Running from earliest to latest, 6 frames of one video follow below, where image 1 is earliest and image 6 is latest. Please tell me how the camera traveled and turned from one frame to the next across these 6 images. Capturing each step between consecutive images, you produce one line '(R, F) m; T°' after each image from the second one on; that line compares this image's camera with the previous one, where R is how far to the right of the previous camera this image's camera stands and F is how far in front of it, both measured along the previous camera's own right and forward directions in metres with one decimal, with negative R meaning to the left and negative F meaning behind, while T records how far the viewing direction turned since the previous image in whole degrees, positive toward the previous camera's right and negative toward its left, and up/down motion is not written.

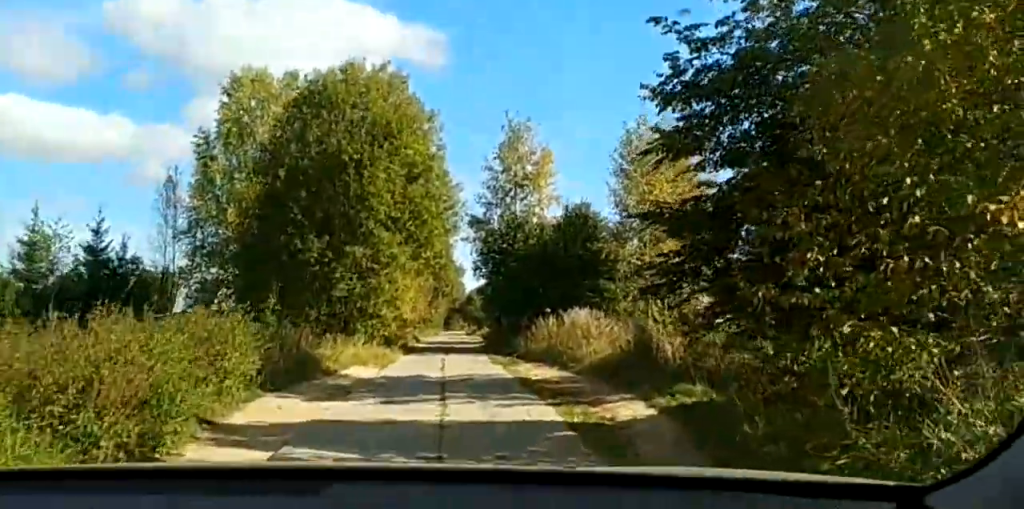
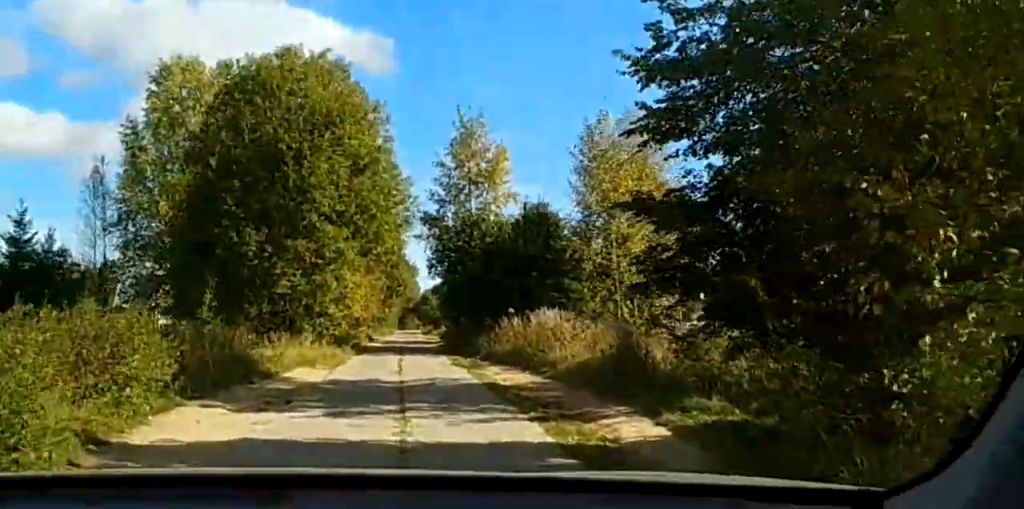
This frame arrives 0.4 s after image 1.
(+0.1, +2.1) m; +3°
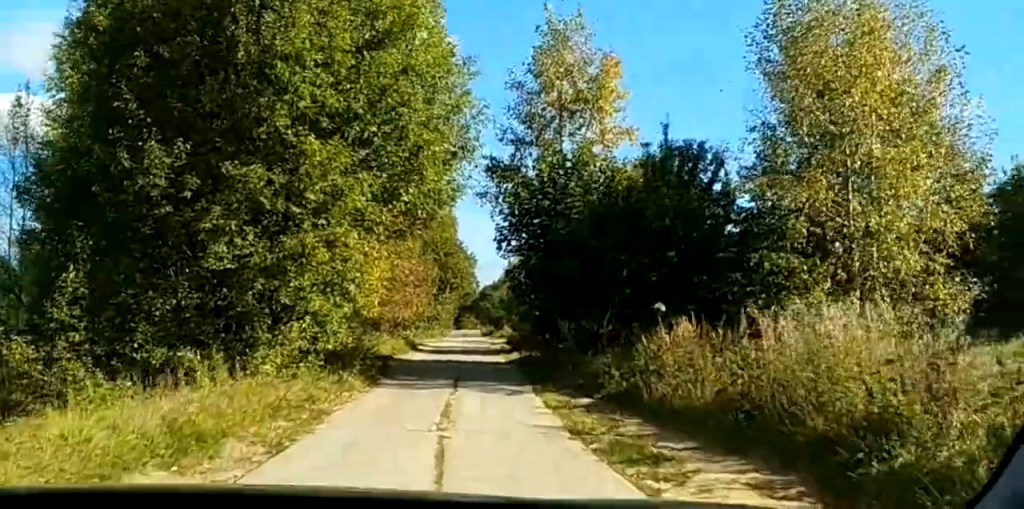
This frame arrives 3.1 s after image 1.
(+0.5, +17.7) m; -3°
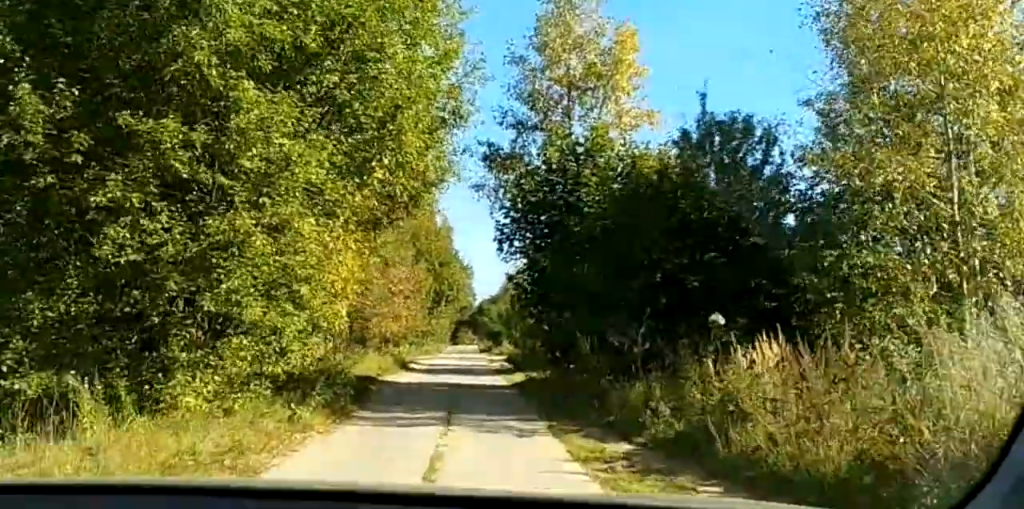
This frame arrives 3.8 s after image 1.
(0.0, +5.6) m; 0°
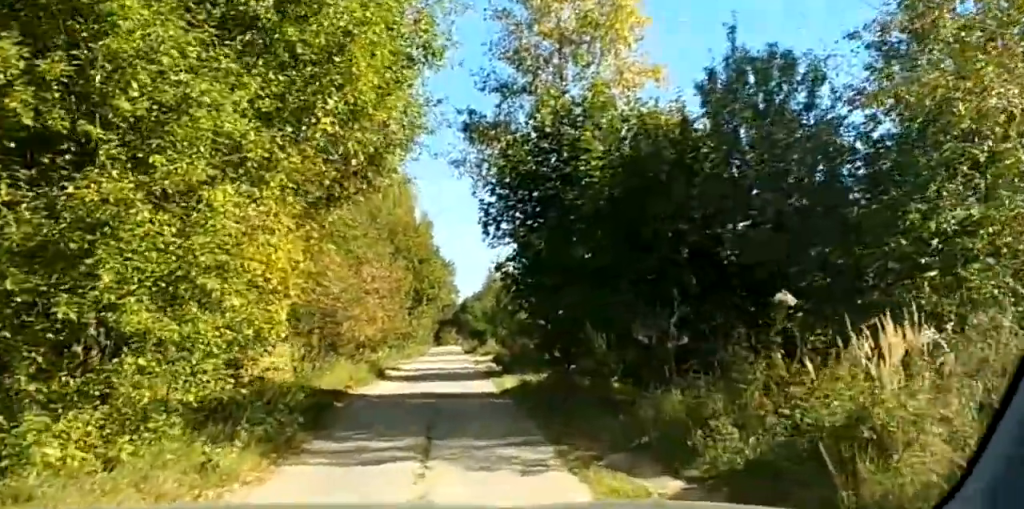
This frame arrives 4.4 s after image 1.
(0.0, +4.8) m; 0°
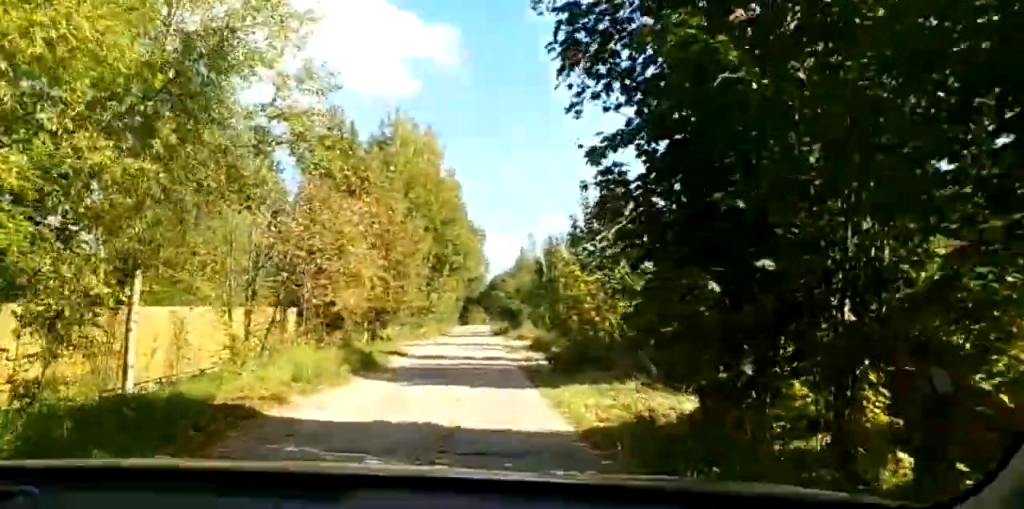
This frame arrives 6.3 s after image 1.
(0.0, +15.3) m; 0°
